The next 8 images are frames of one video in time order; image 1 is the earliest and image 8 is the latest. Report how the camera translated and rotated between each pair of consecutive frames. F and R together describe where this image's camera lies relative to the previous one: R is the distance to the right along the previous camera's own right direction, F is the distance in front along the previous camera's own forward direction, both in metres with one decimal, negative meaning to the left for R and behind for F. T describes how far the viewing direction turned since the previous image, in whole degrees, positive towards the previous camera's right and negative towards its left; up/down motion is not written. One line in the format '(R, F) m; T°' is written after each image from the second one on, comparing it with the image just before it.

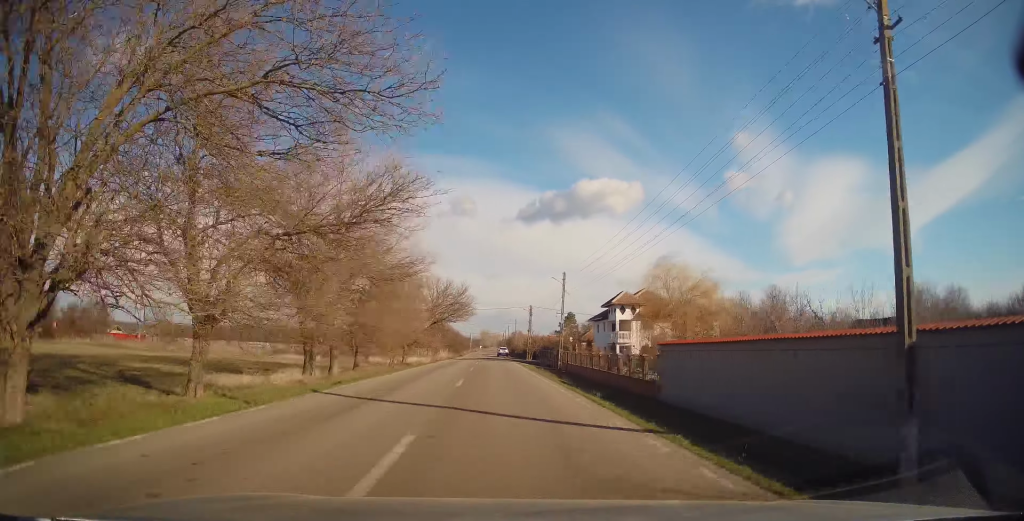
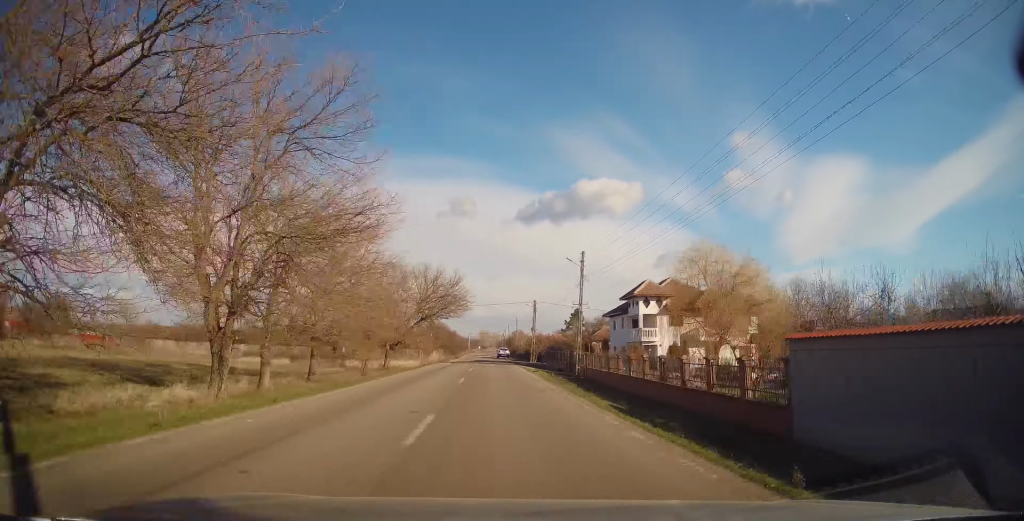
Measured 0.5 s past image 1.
(+0.1, +9.4) m; 0°
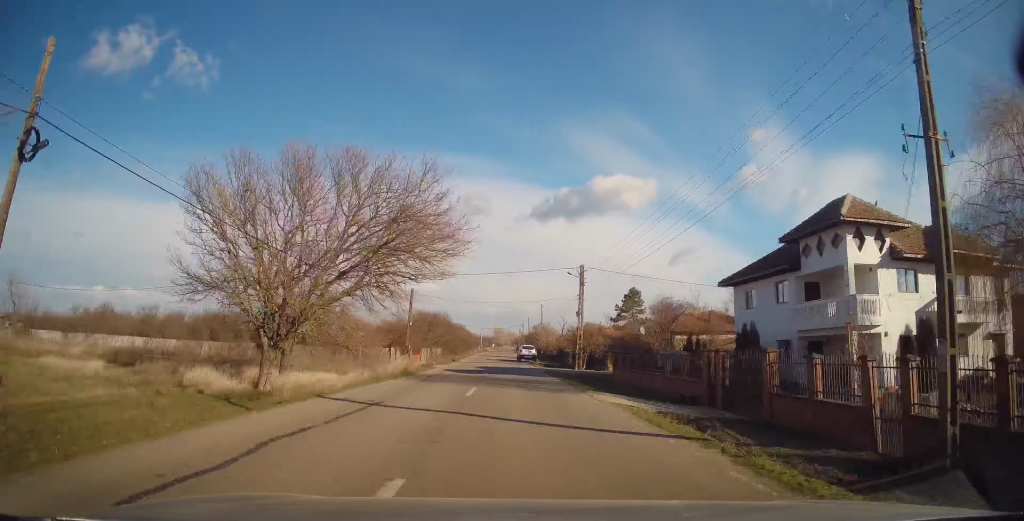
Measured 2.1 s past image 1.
(-0.7, +28.7) m; -3°
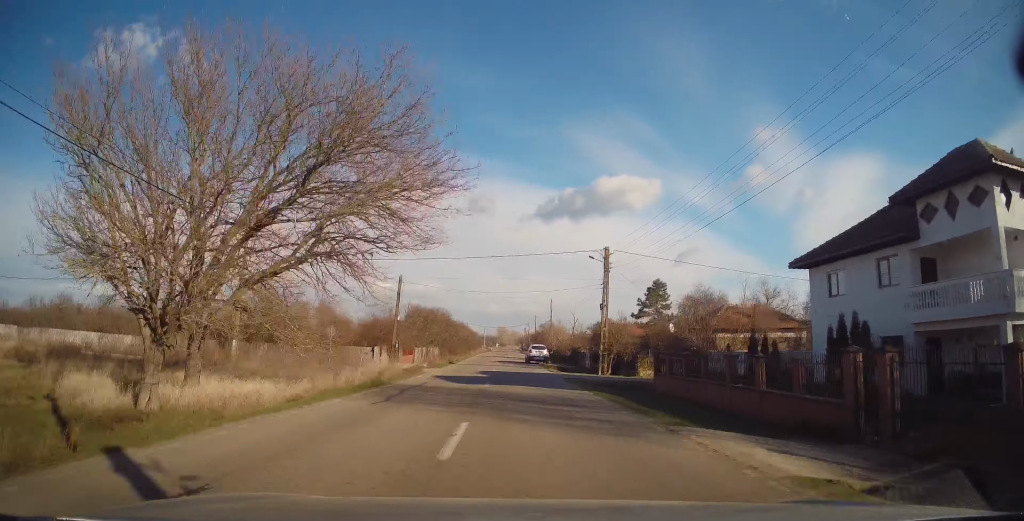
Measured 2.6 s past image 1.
(+0.1, +8.1) m; 0°
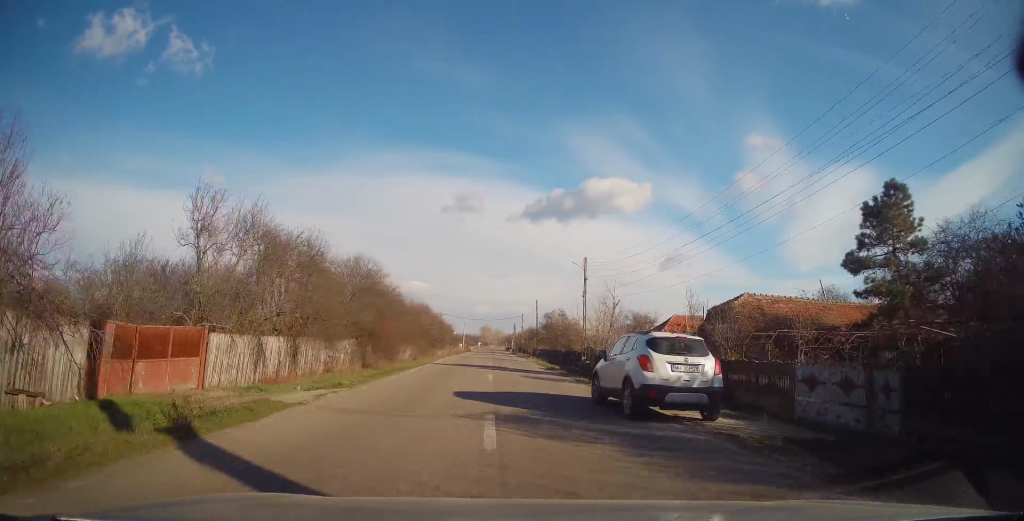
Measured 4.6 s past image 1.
(+0.4, +36.3) m; 0°
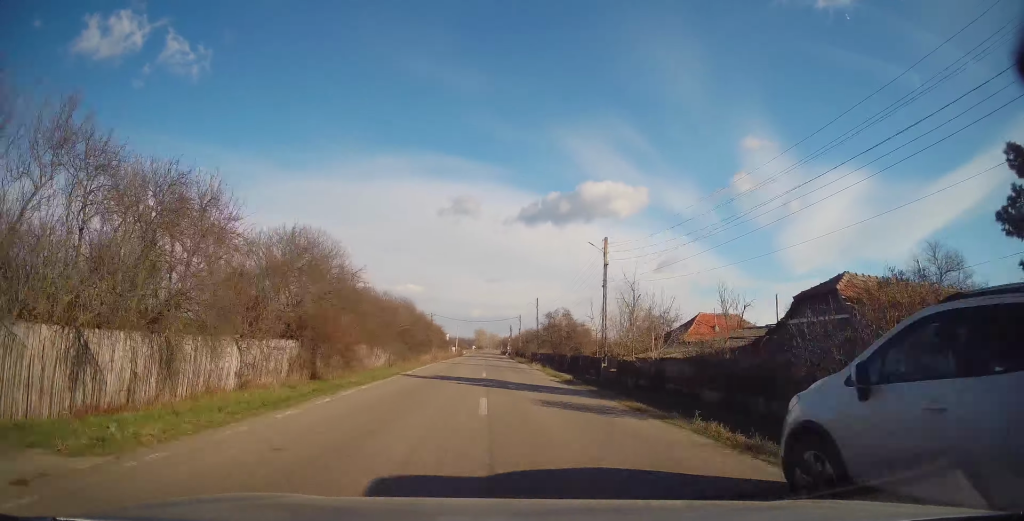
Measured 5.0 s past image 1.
(-0.3, +8.4) m; +1°
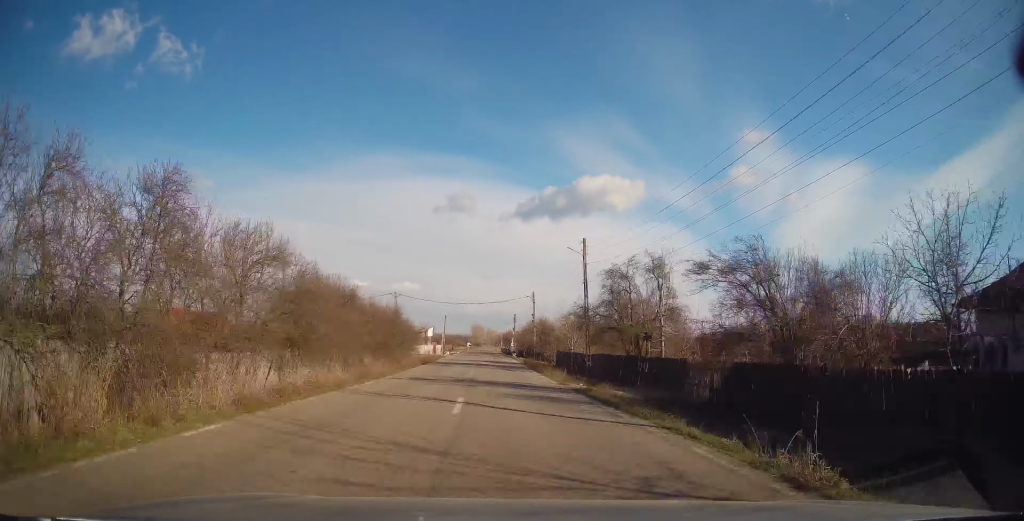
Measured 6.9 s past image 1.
(+1.1, +36.0) m; +1°
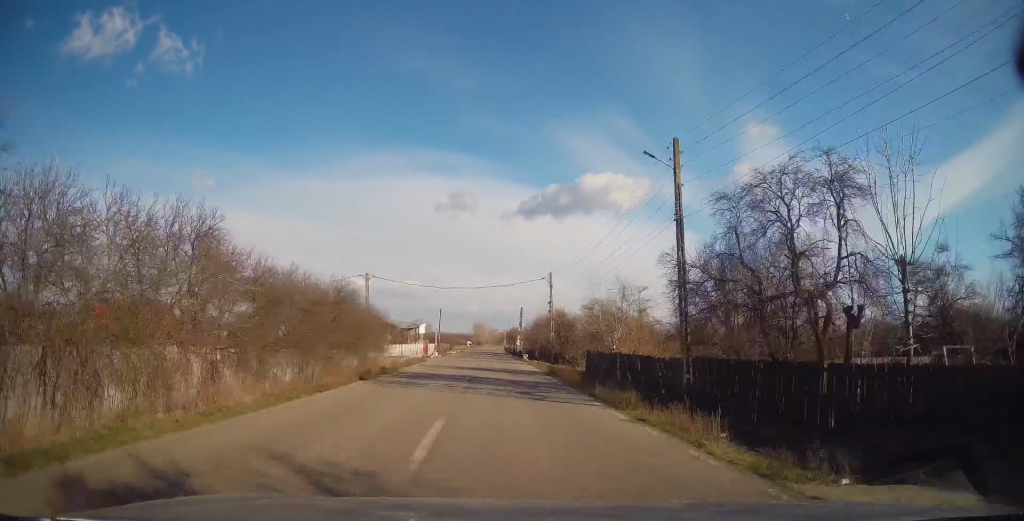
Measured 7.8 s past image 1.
(-0.2, +16.4) m; -1°
